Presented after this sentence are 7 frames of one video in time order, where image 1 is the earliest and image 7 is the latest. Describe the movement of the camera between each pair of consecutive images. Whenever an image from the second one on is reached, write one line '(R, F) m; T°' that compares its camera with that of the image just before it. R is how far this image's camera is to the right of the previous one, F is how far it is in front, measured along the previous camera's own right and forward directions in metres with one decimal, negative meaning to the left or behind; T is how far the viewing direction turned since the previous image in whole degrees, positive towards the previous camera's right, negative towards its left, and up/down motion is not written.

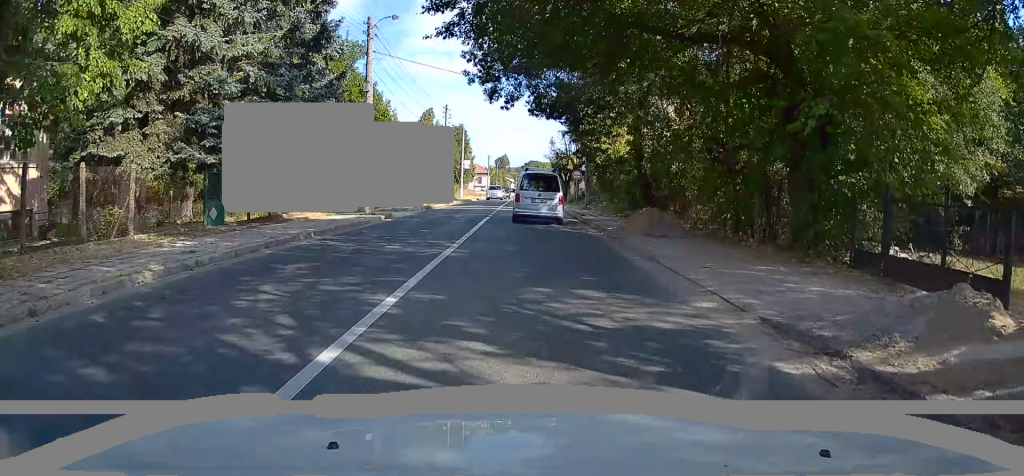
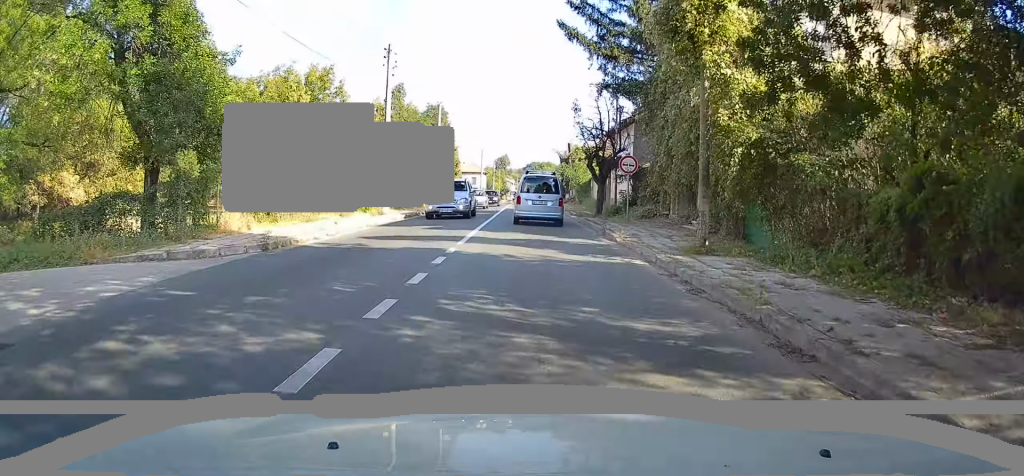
(0.0, +22.9) m; +1°
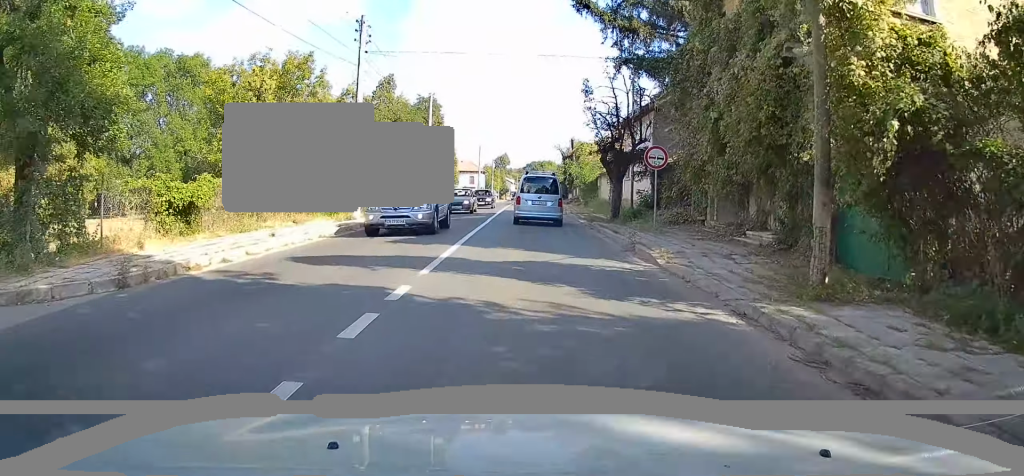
(0.0, +5.1) m; 0°
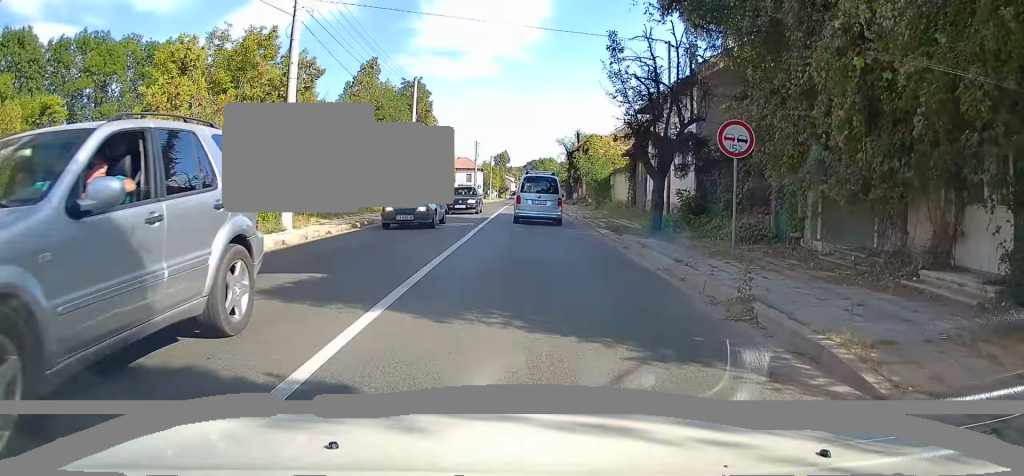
(+0.1, +7.3) m; +1°
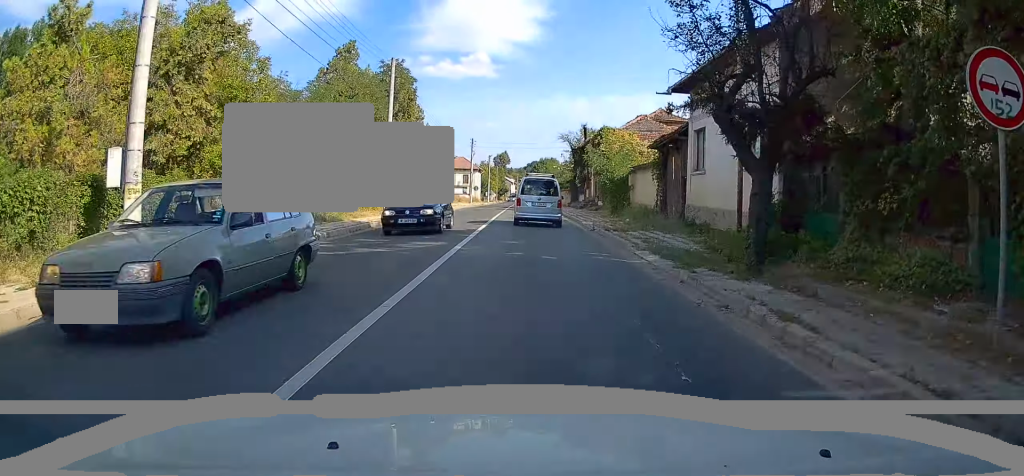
(0.0, +7.4) m; 0°
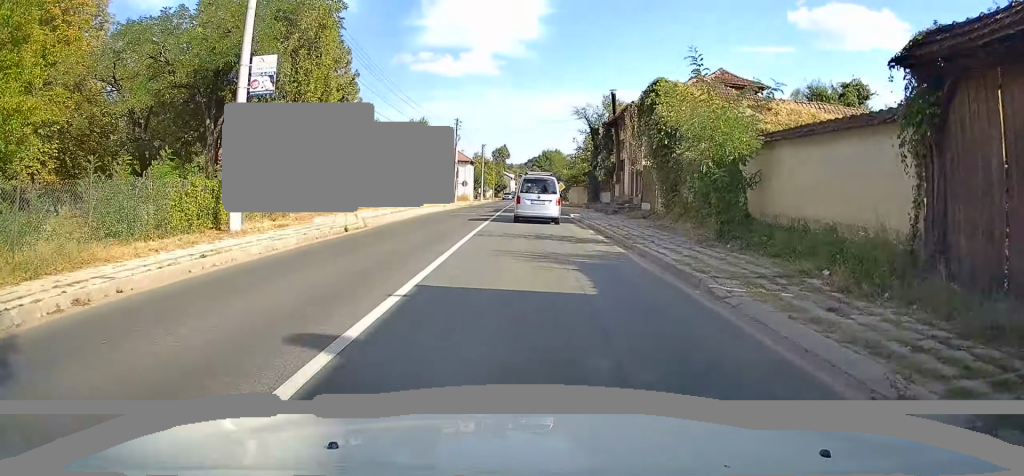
(-0.1, +18.8) m; -1°
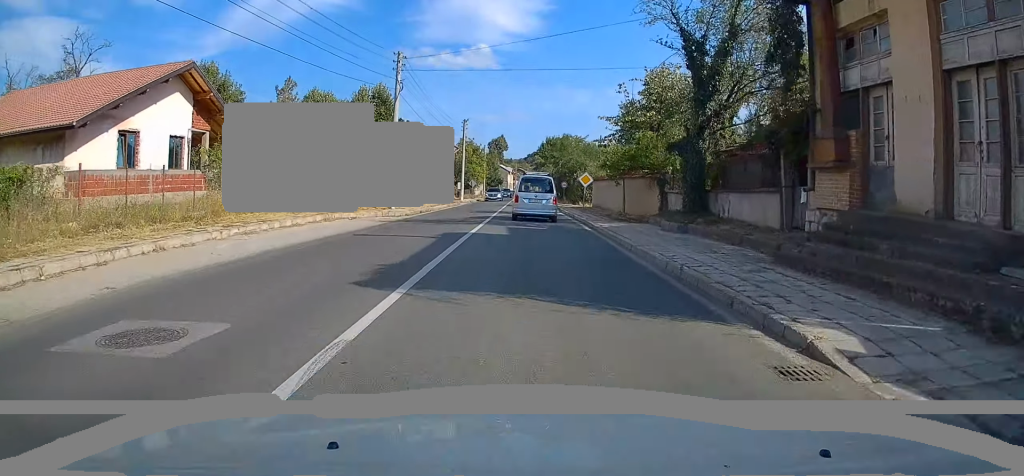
(+0.2, +28.9) m; 0°
